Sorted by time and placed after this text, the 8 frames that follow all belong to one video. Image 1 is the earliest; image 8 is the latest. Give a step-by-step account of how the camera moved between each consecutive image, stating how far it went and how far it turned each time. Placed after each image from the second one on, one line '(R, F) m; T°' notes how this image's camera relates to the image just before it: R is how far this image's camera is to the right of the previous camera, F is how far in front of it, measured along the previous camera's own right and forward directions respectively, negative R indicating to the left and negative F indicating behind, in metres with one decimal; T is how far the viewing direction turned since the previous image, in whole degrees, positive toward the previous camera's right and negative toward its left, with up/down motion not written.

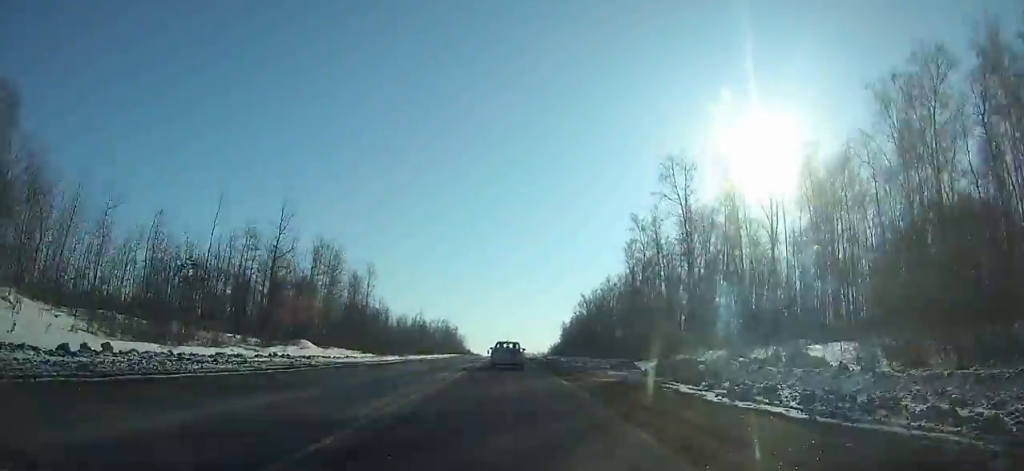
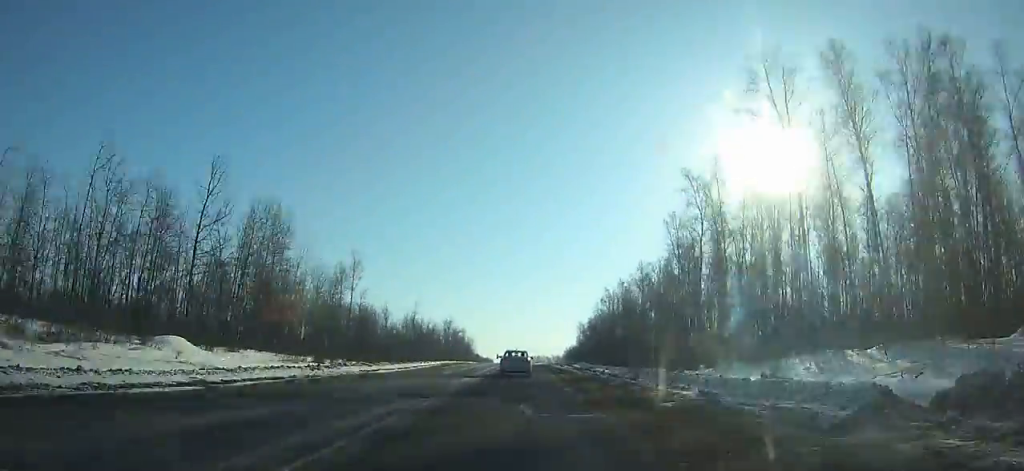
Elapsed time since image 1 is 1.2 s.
(-0.1, +27.4) m; 0°
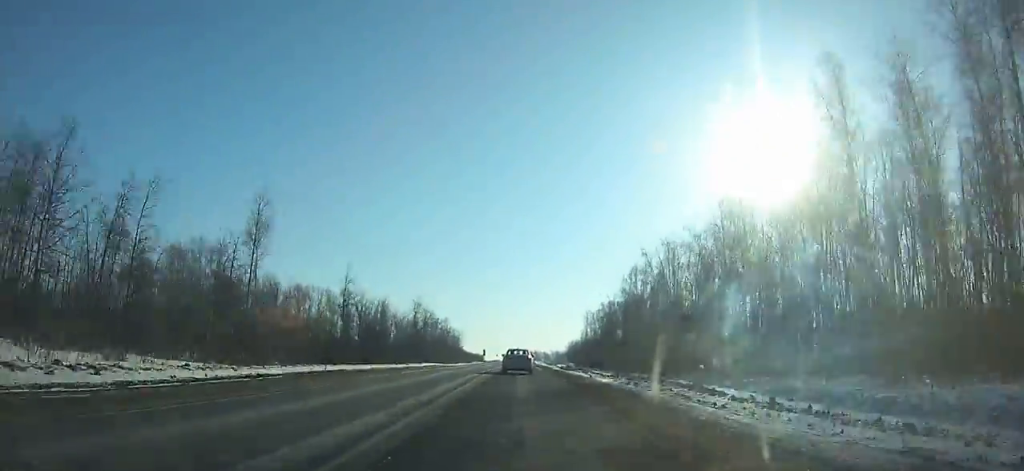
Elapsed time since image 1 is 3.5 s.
(0.0, +54.0) m; 0°
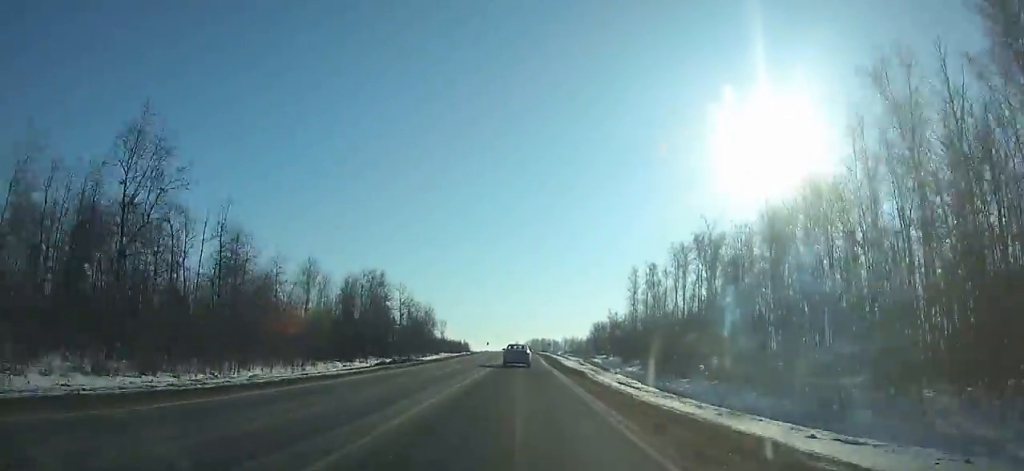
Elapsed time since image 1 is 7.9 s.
(+0.1, +106.2) m; 0°
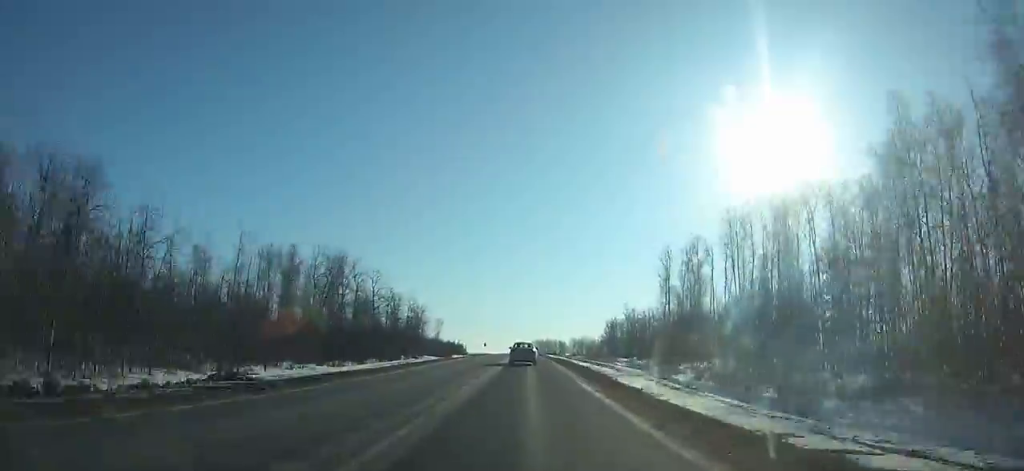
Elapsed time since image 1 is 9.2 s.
(+0.1, +32.3) m; 0°
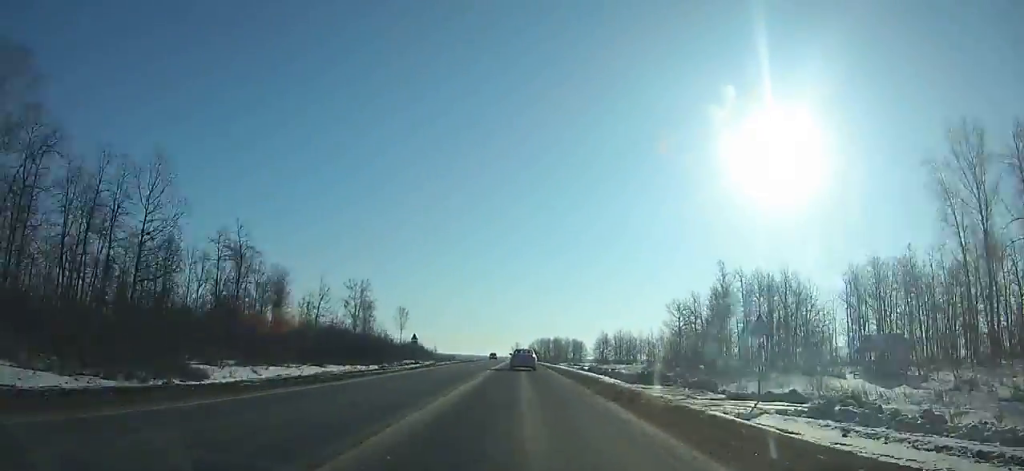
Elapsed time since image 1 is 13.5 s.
(-0.5, +107.9) m; -1°
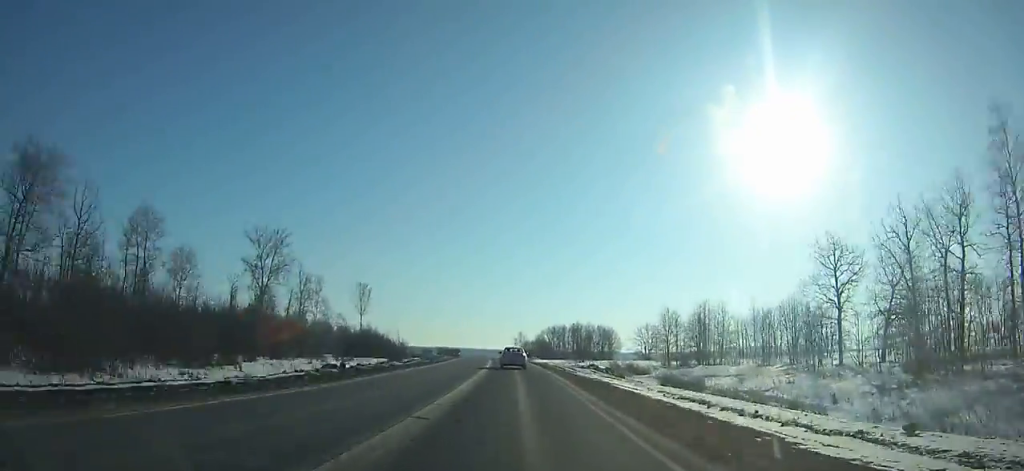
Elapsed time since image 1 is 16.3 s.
(-0.6, +71.3) m; -2°
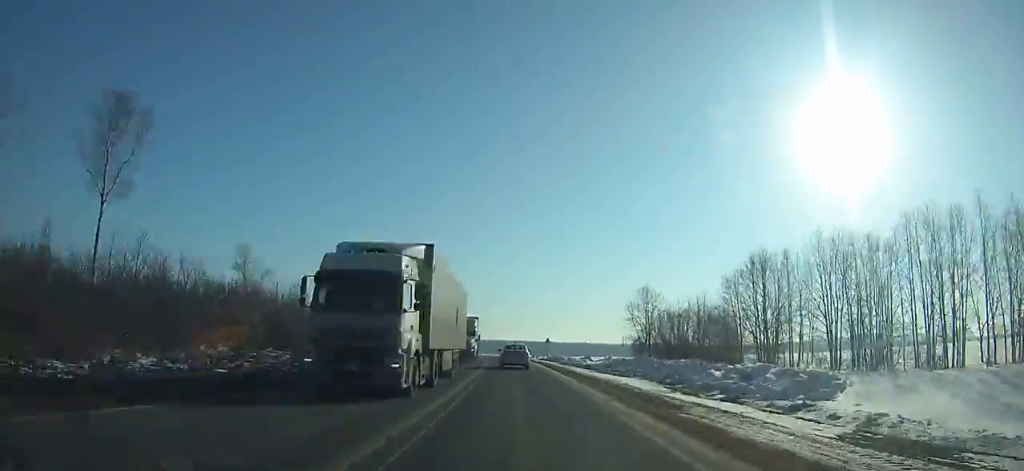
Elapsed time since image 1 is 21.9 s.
(-7.2, +142.7) m; -7°
